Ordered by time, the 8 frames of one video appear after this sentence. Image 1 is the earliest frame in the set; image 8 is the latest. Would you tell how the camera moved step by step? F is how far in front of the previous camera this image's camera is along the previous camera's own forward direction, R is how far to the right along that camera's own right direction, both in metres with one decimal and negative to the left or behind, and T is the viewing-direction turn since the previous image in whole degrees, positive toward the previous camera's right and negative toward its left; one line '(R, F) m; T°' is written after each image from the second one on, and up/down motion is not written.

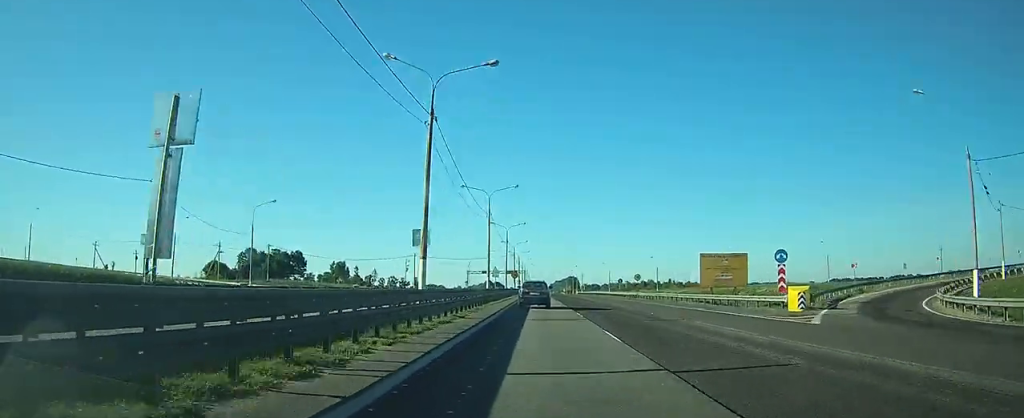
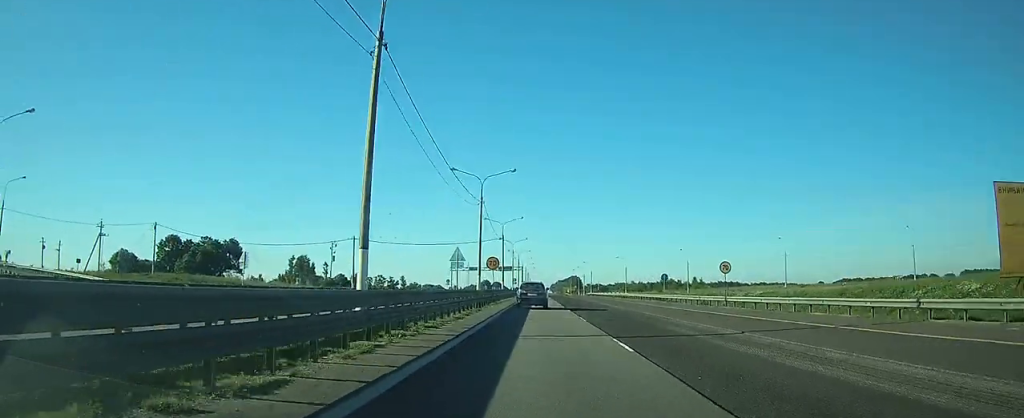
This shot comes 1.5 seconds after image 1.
(0.0, +37.9) m; 0°
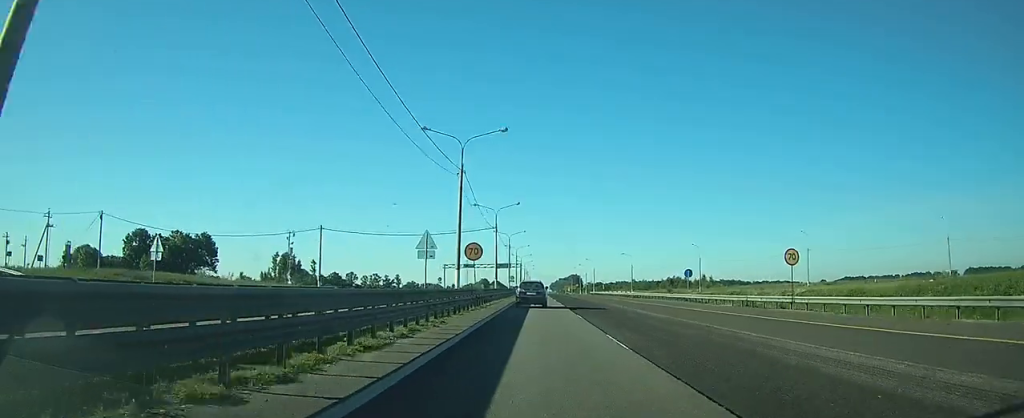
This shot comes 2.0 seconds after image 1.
(0.0, +11.7) m; 0°
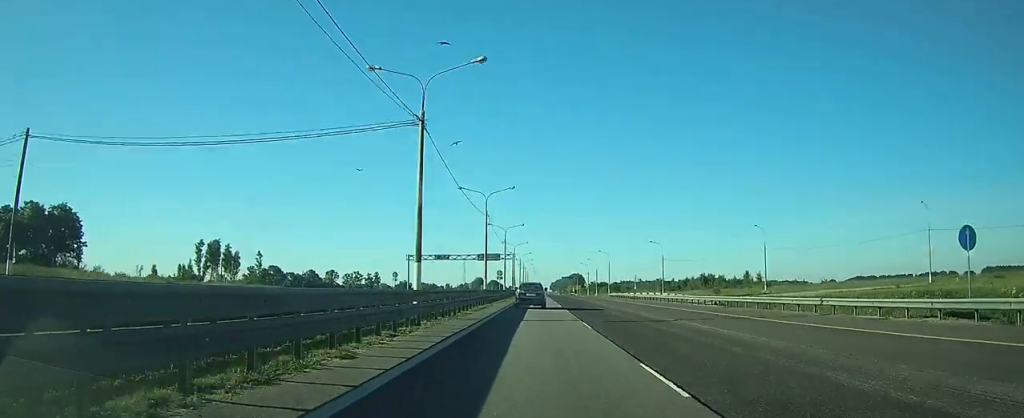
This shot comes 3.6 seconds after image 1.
(0.0, +41.1) m; 0°
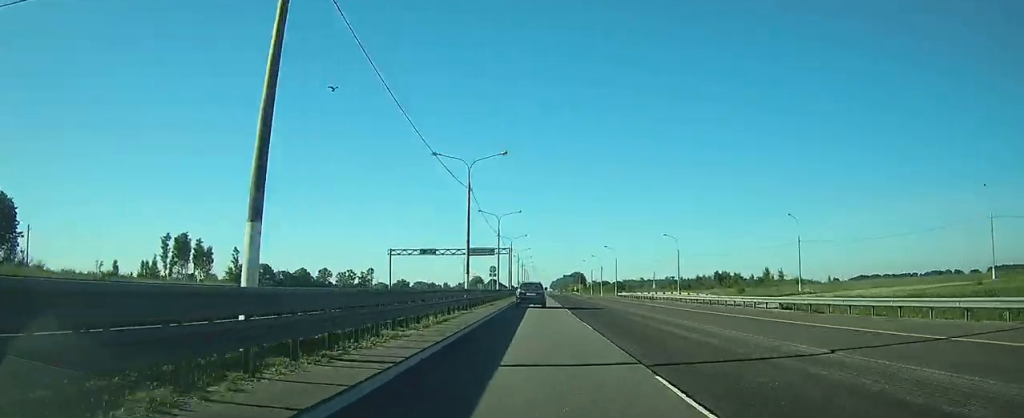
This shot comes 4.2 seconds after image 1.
(0.0, +13.5) m; 0°
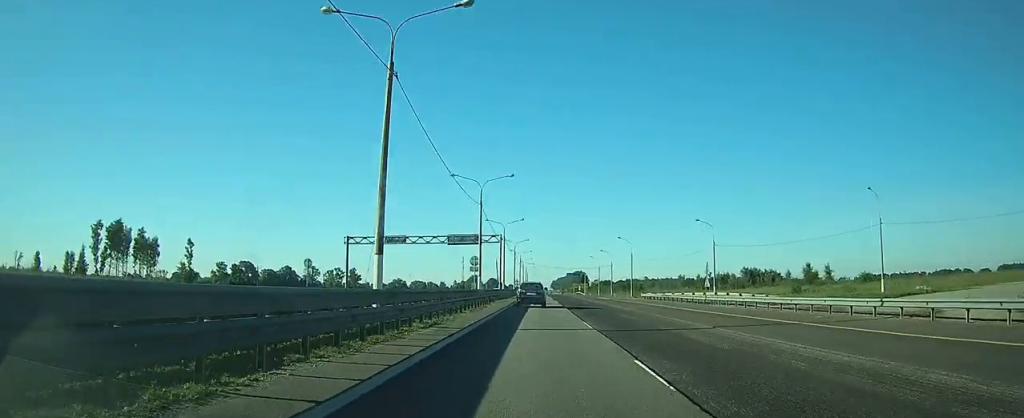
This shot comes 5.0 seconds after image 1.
(0.0, +22.1) m; 0°
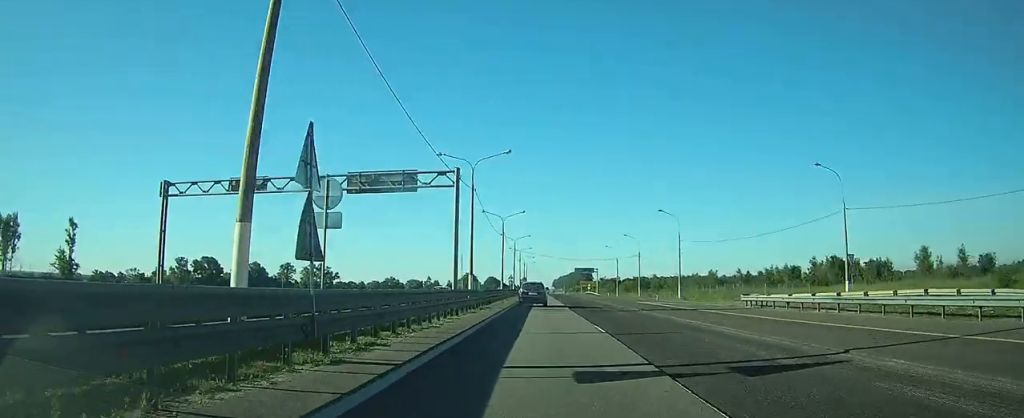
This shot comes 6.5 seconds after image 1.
(0.0, +38.4) m; 0°
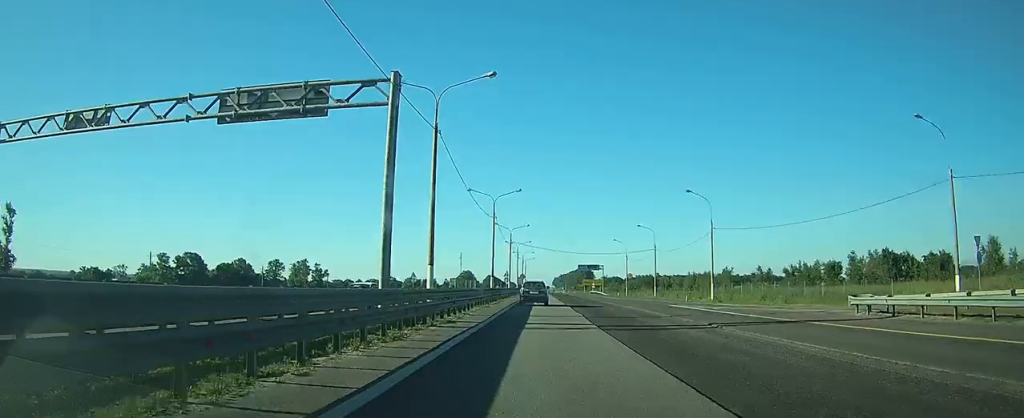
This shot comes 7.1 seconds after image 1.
(0.0, +14.6) m; 0°
